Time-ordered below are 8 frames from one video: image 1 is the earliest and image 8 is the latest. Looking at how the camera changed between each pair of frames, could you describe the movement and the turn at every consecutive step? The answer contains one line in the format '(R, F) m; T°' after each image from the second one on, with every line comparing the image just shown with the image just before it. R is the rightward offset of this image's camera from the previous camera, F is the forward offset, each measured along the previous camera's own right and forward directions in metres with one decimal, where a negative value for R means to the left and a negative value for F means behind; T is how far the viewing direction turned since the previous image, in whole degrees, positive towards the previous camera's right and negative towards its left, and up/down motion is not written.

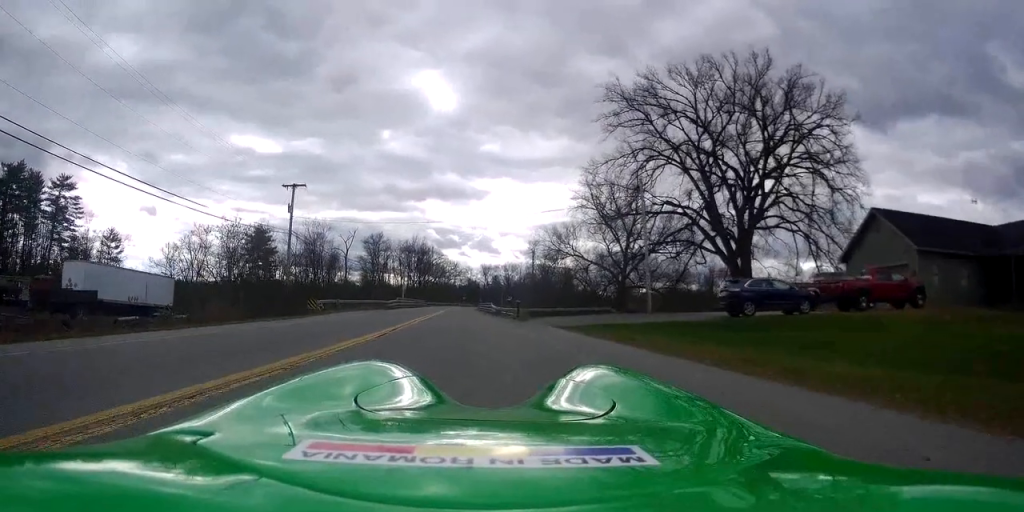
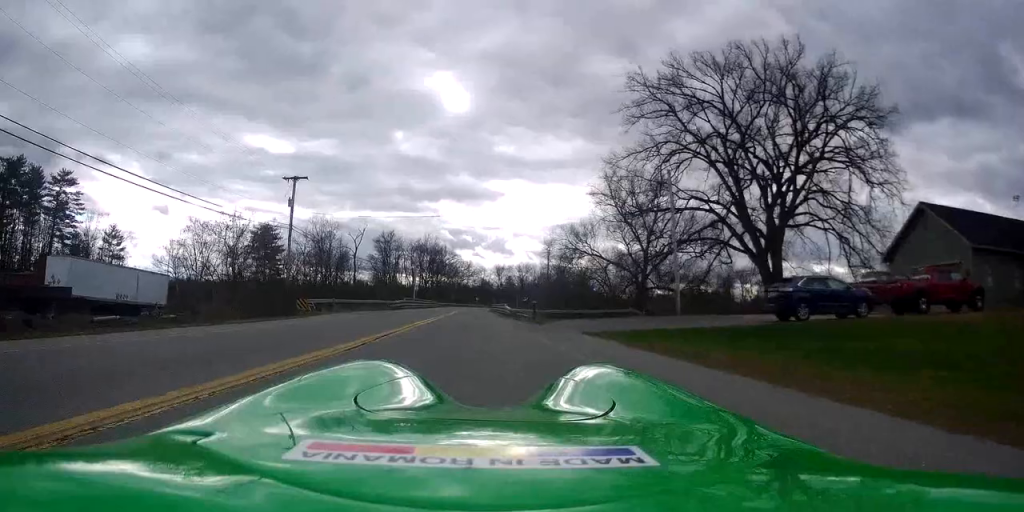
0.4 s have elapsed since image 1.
(-0.1, +3.6) m; 0°
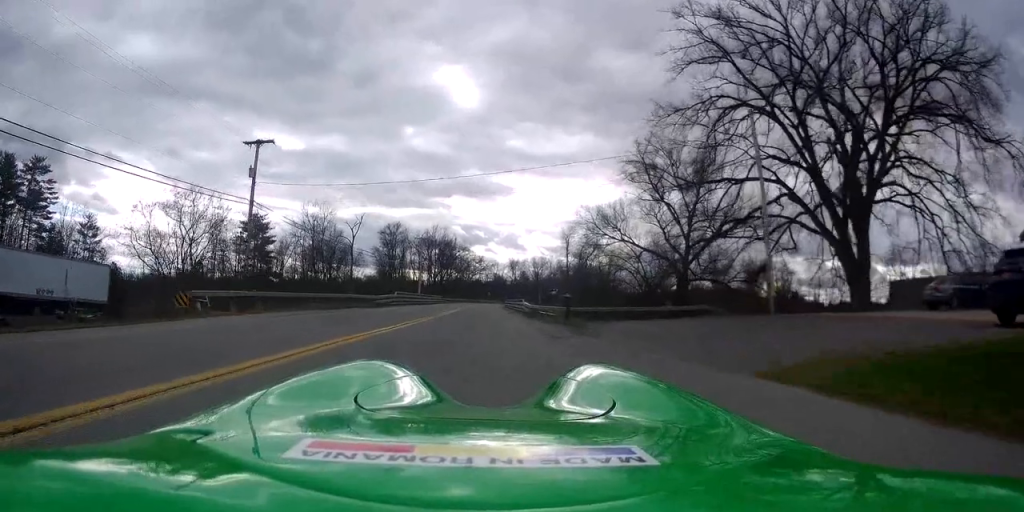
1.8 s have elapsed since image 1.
(0.0, +11.8) m; -2°
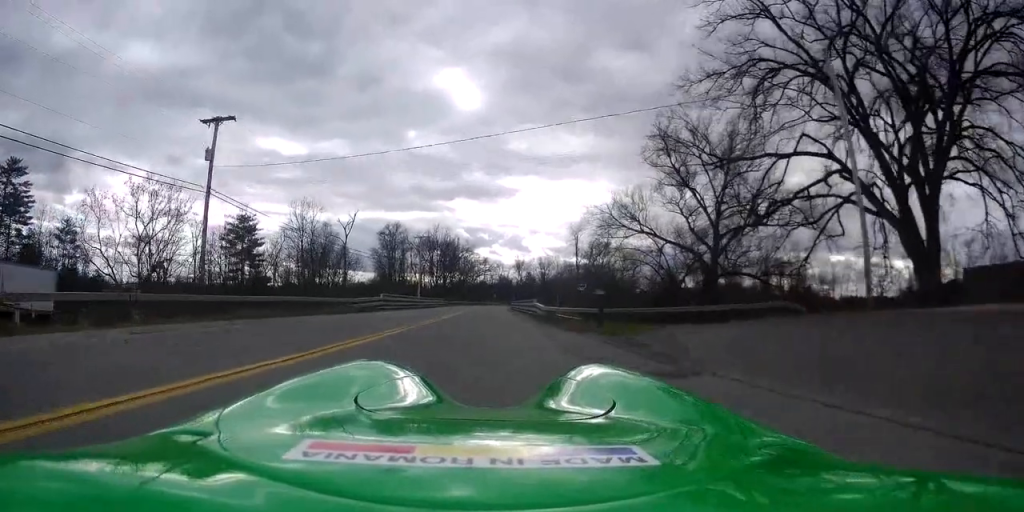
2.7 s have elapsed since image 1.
(-0.3, +7.5) m; -3°
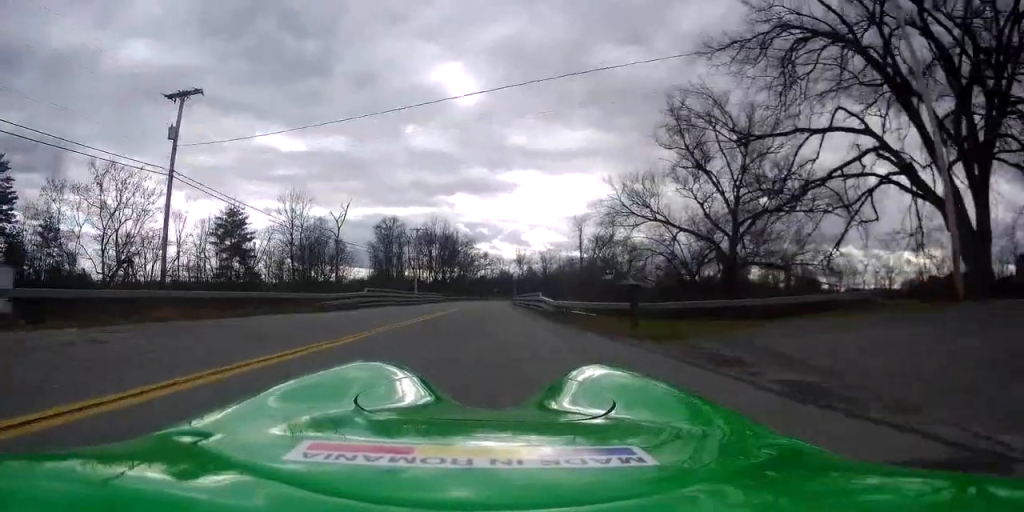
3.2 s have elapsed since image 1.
(-0.1, +4.7) m; 0°
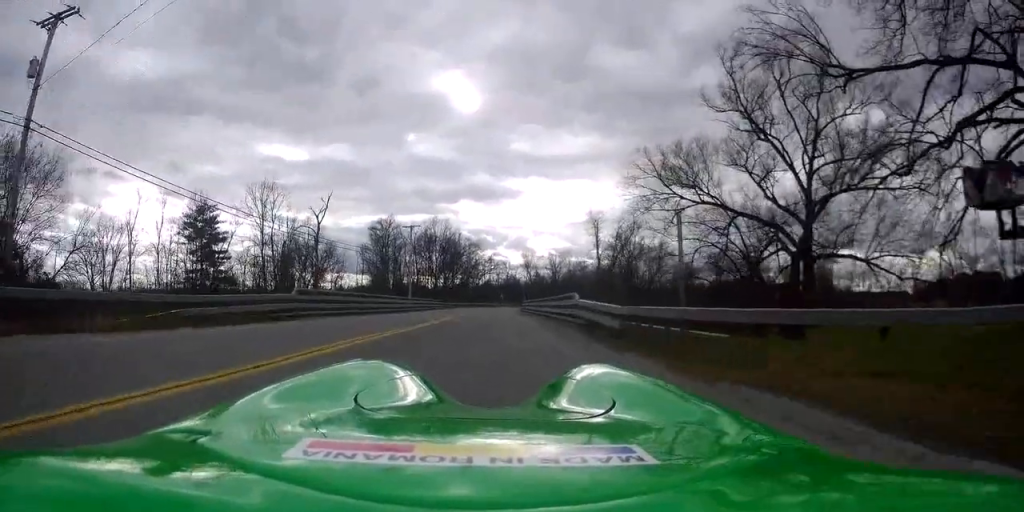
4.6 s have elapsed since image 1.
(+0.2, +12.1) m; +3°
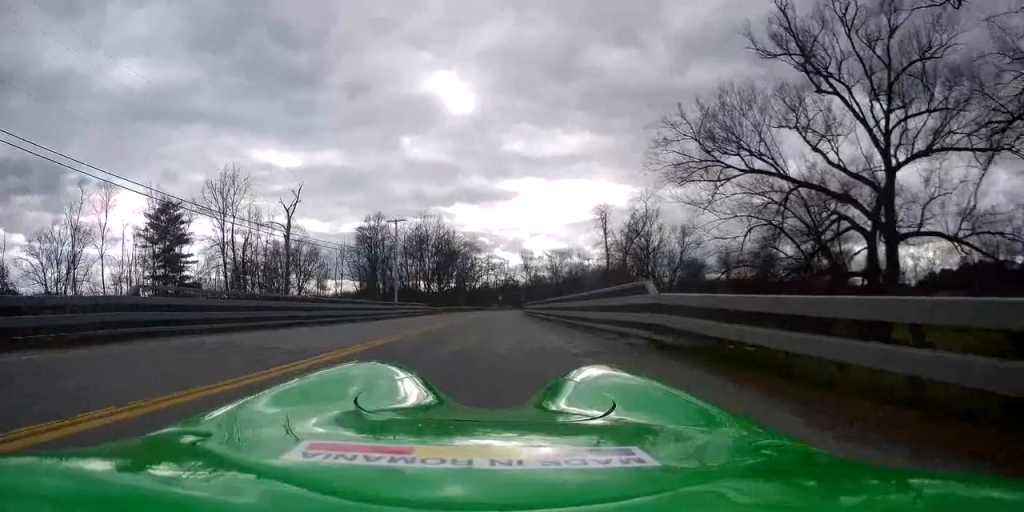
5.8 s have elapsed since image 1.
(+0.2, +9.7) m; -2°
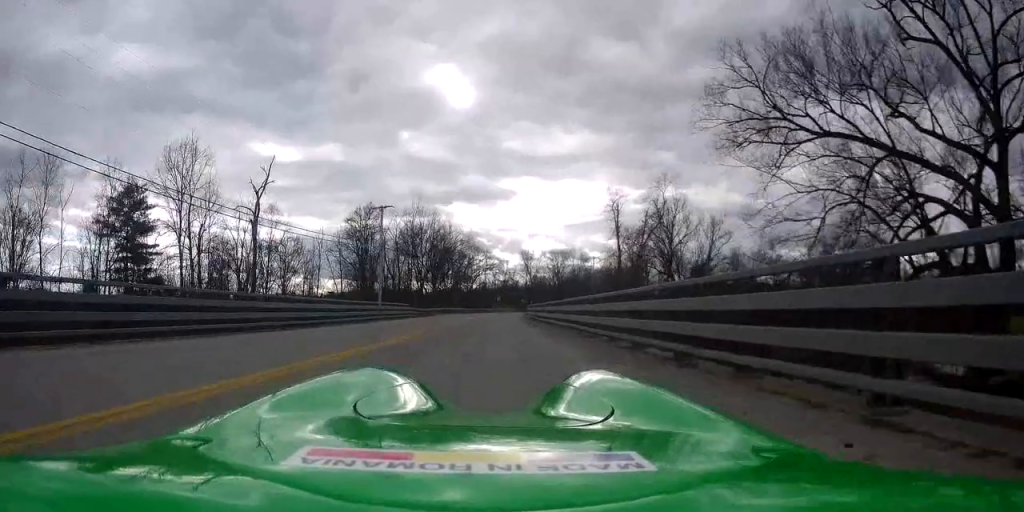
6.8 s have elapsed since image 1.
(-0.5, +9.0) m; -3°
